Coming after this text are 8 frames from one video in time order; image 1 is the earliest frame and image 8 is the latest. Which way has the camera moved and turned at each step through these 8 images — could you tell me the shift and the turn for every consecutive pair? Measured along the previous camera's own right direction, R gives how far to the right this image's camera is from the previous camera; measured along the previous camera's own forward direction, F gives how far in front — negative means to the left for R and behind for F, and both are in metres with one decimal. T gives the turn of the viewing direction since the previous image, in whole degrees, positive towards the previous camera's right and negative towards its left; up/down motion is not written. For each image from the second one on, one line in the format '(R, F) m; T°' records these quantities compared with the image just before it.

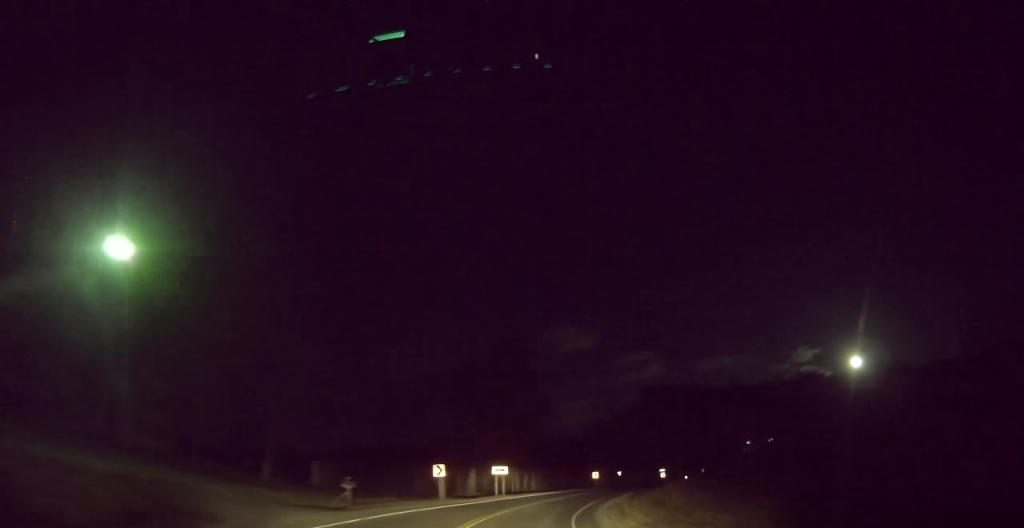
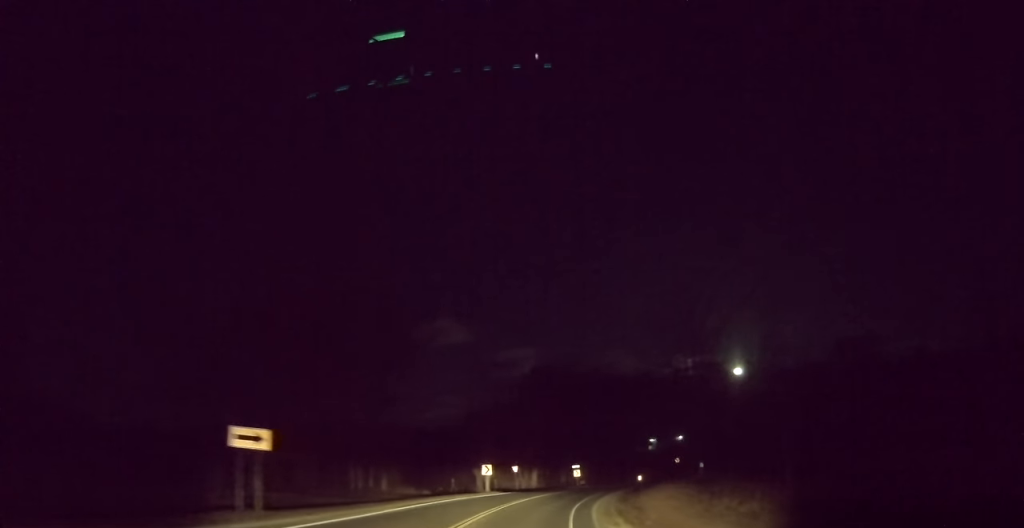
(+2.8, +34.2) m; +12°
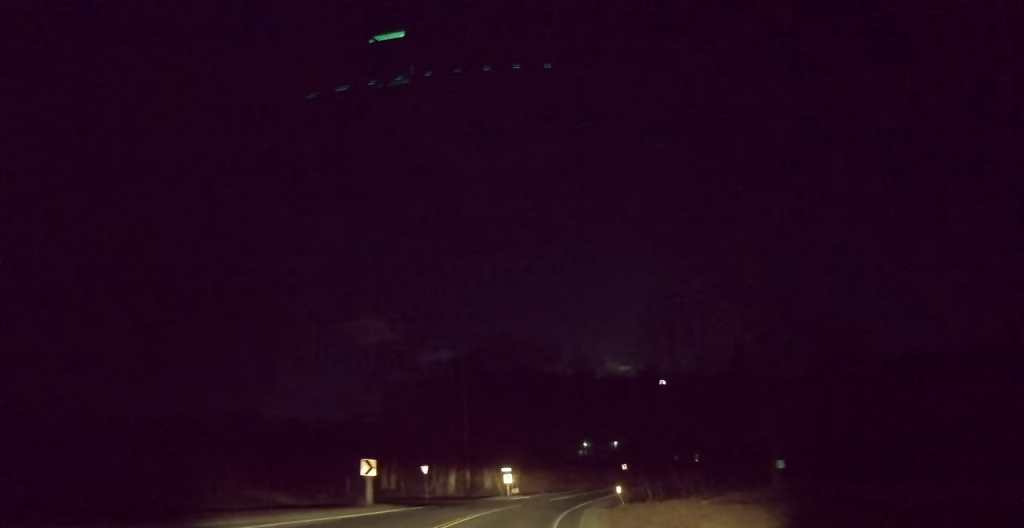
(+1.5, +18.8) m; +7°
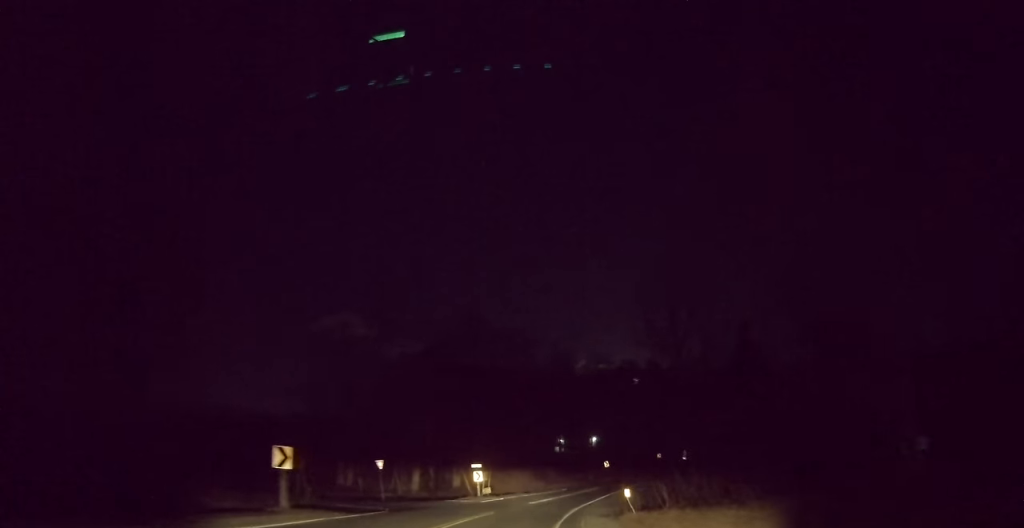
(+0.2, +8.5) m; +3°
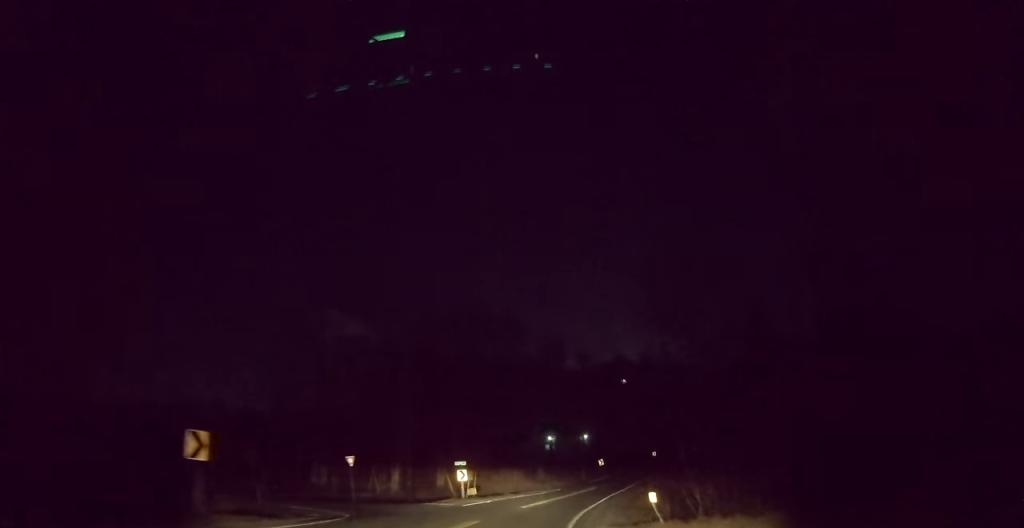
(+0.1, +5.5) m; +1°
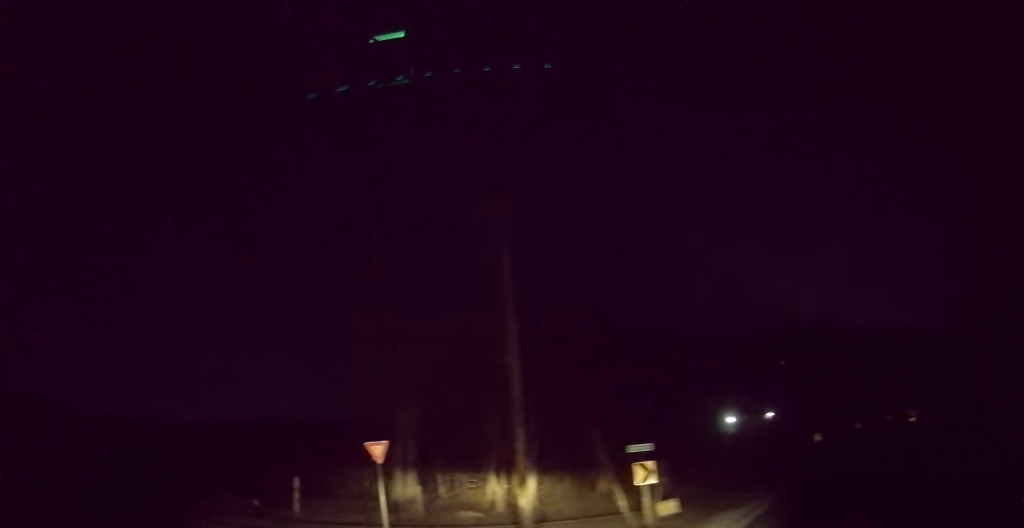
(0.0, +24.4) m; -13°
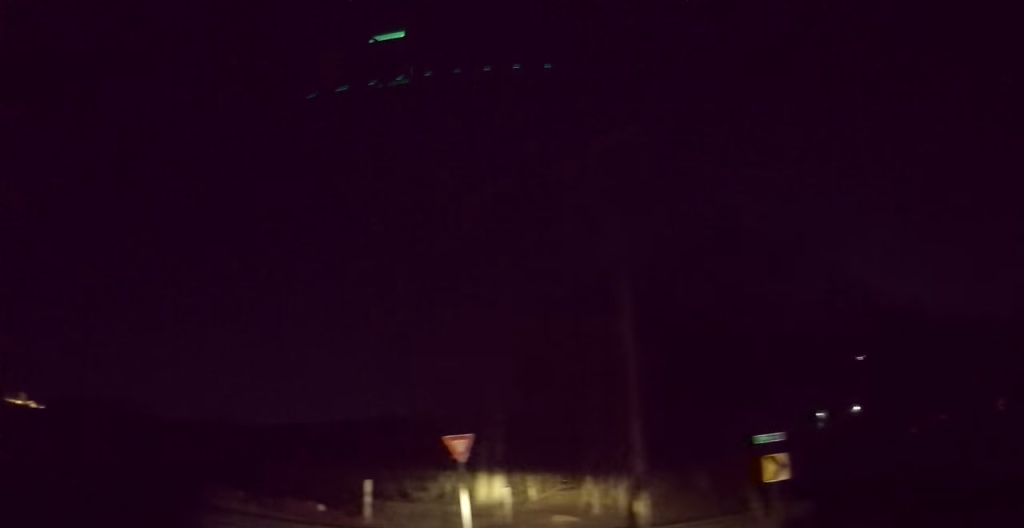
(-0.4, +3.4) m; -9°
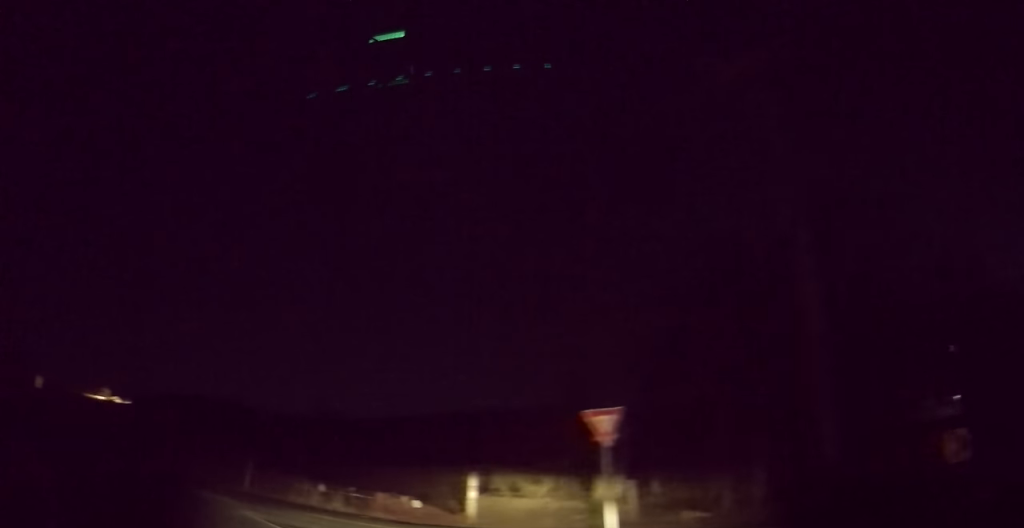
(-0.4, +3.8) m; -12°
